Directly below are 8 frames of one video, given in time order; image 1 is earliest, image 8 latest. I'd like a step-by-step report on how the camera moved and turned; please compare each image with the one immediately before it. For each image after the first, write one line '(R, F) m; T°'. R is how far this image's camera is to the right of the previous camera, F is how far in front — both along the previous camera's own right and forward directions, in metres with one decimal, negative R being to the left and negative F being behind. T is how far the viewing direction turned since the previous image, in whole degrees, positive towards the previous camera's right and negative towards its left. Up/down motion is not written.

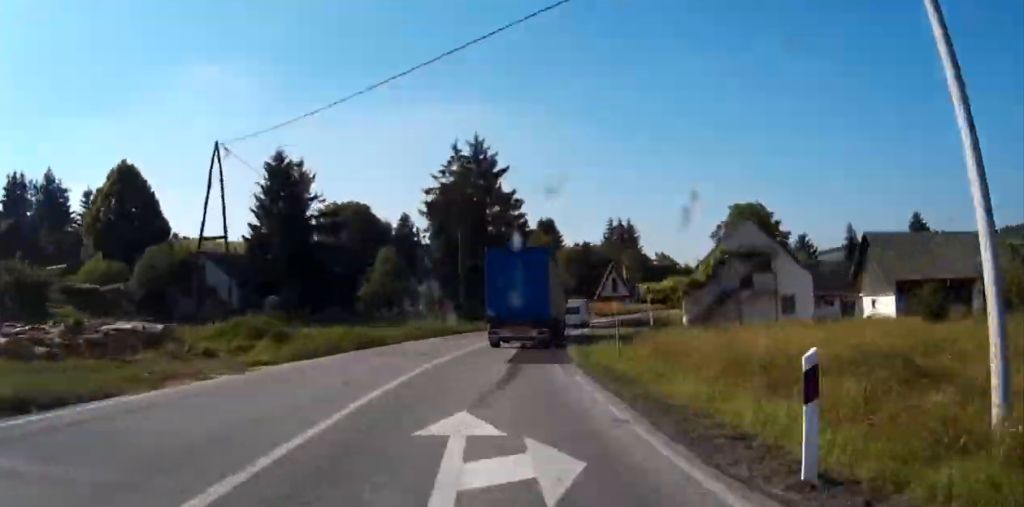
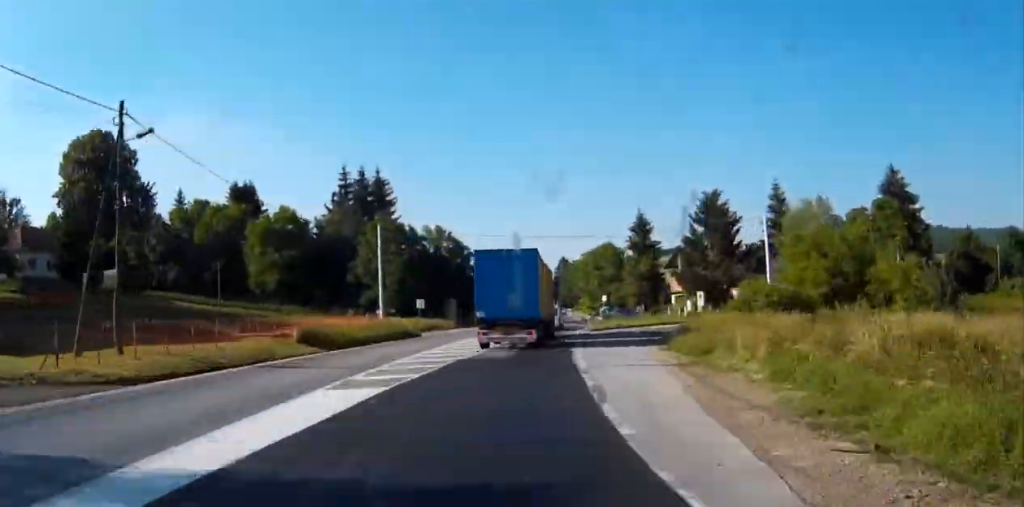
(+11.1, +77.8) m; +20°
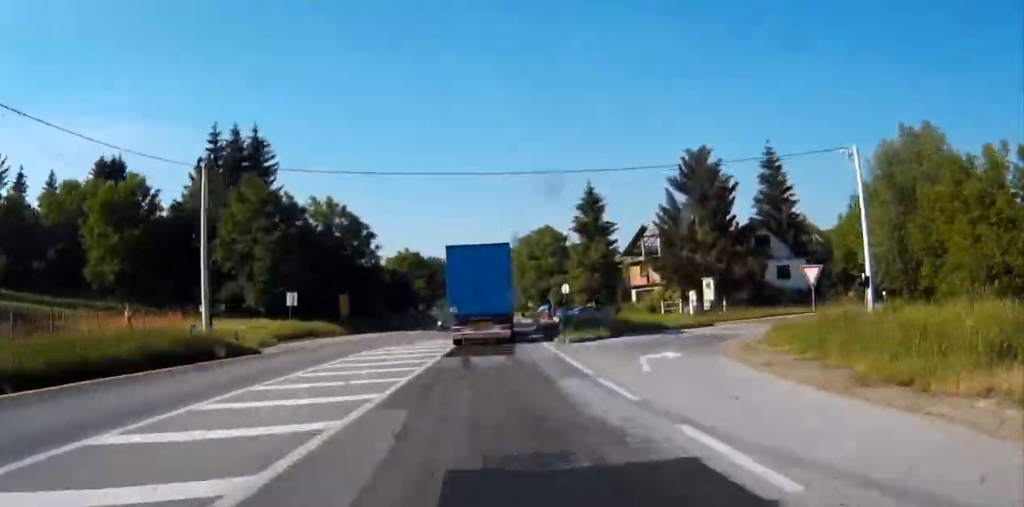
(+2.4, +25.0) m; +7°
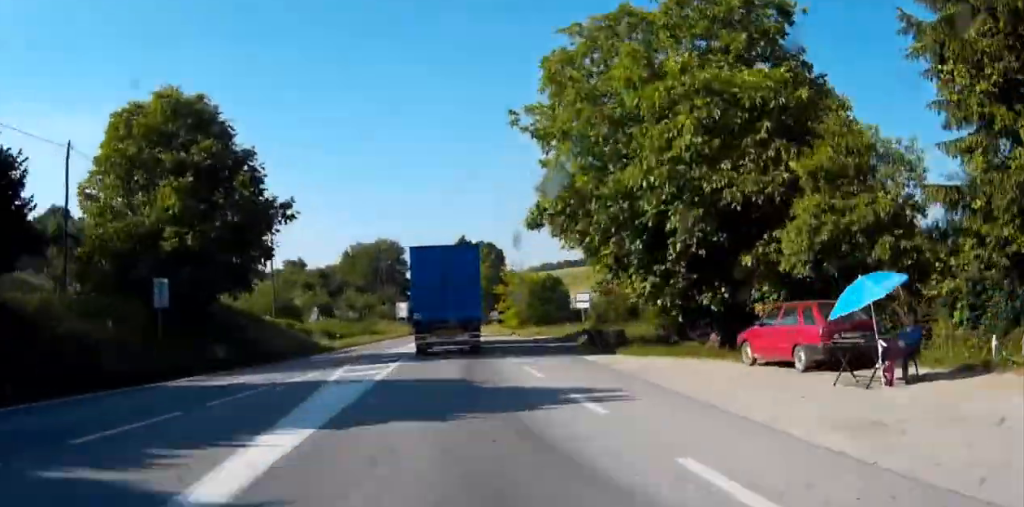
(+3.3, +76.9) m; +3°
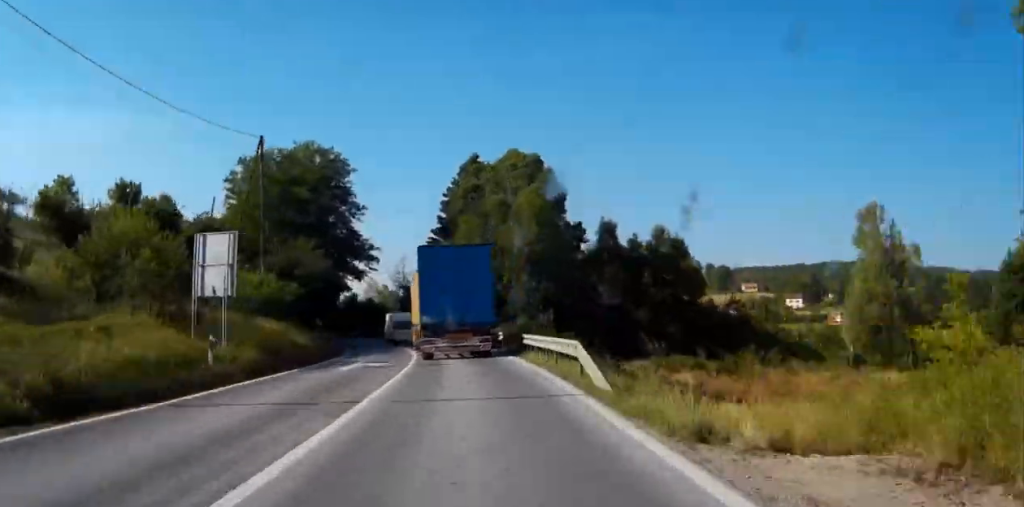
(+0.3, +74.3) m; -3°
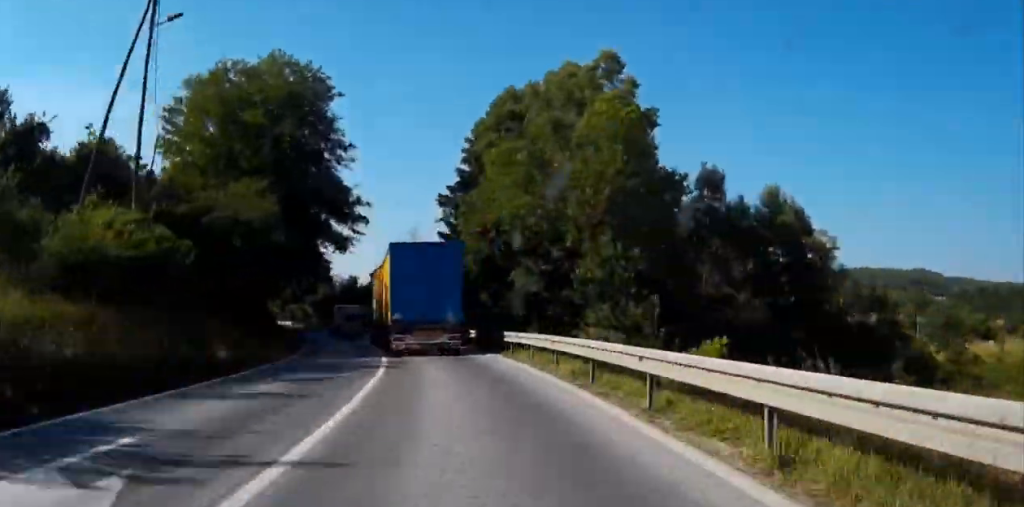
(-1.1, +18.6) m; -7°
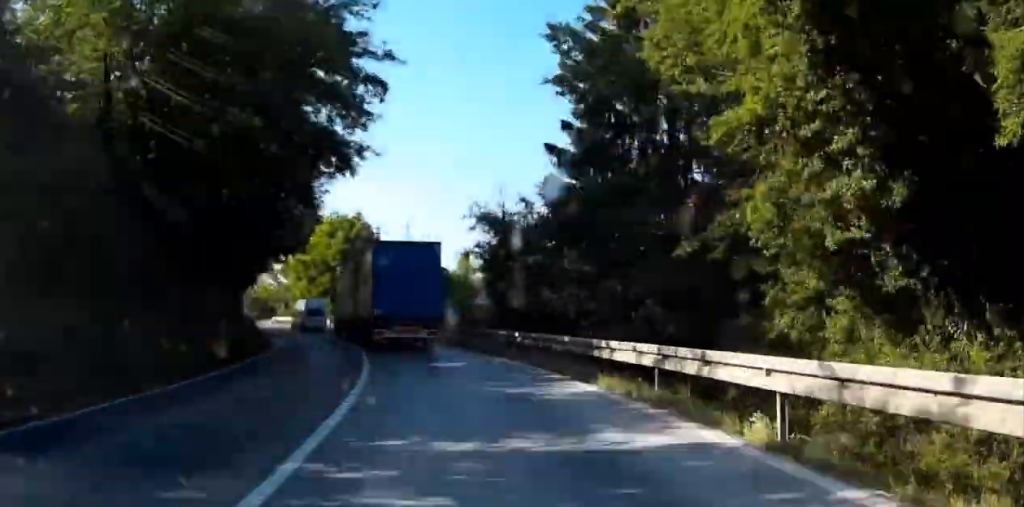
(+0.9, +24.4) m; -9°
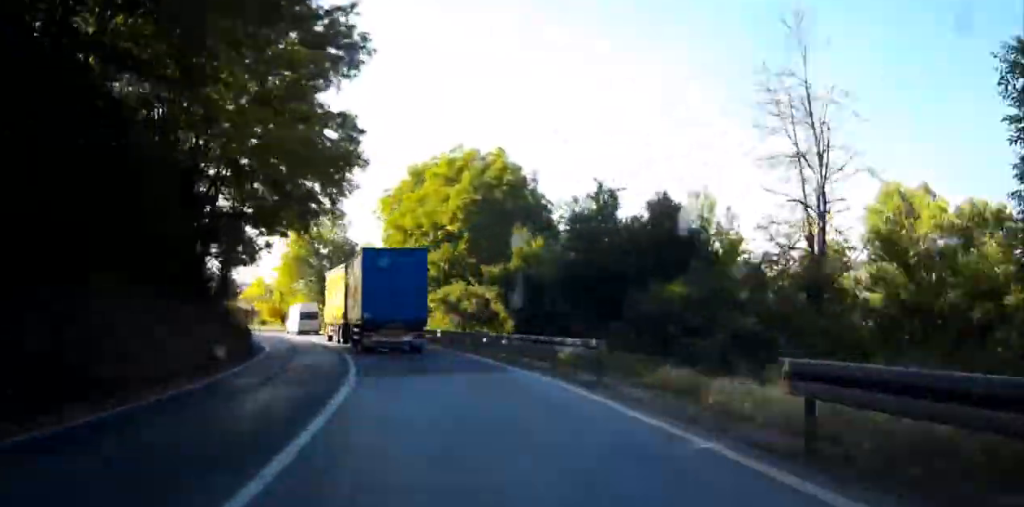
(-5.9, +32.9) m; -7°
